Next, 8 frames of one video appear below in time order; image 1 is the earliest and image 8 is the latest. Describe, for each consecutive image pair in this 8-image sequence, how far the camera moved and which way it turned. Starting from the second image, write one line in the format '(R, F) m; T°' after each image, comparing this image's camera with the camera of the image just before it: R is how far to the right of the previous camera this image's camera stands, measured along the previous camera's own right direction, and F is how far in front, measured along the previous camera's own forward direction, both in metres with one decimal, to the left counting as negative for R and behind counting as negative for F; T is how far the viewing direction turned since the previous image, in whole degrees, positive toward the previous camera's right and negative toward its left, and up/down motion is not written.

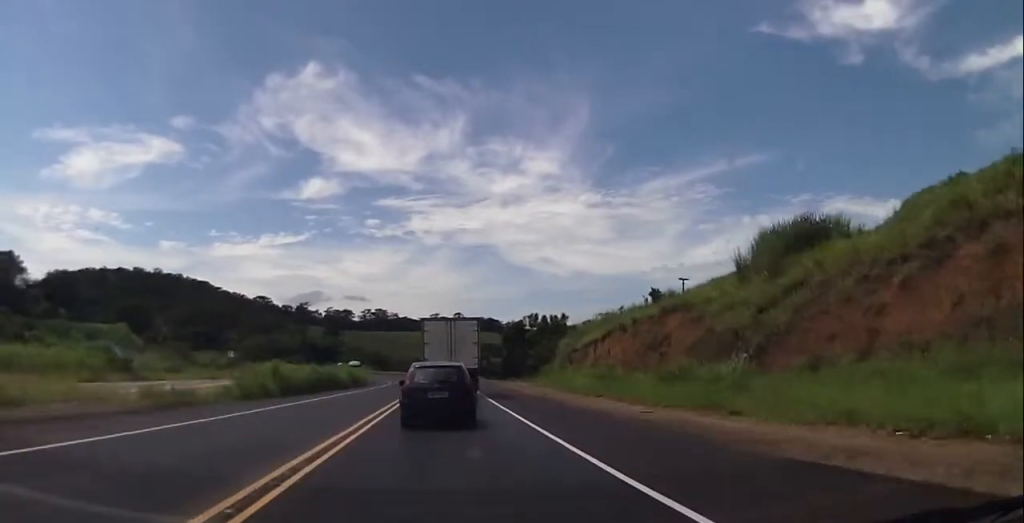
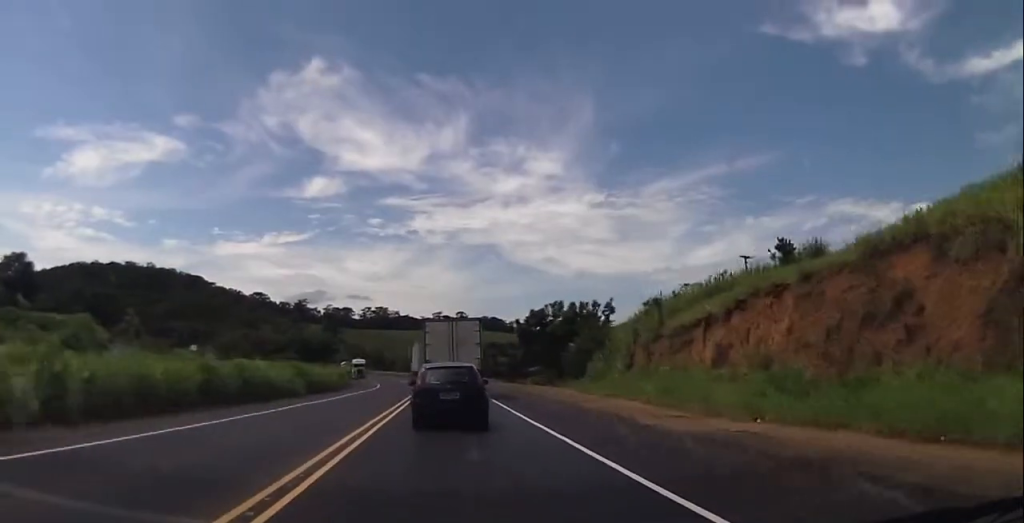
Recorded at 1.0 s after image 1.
(+0.3, +21.7) m; -1°
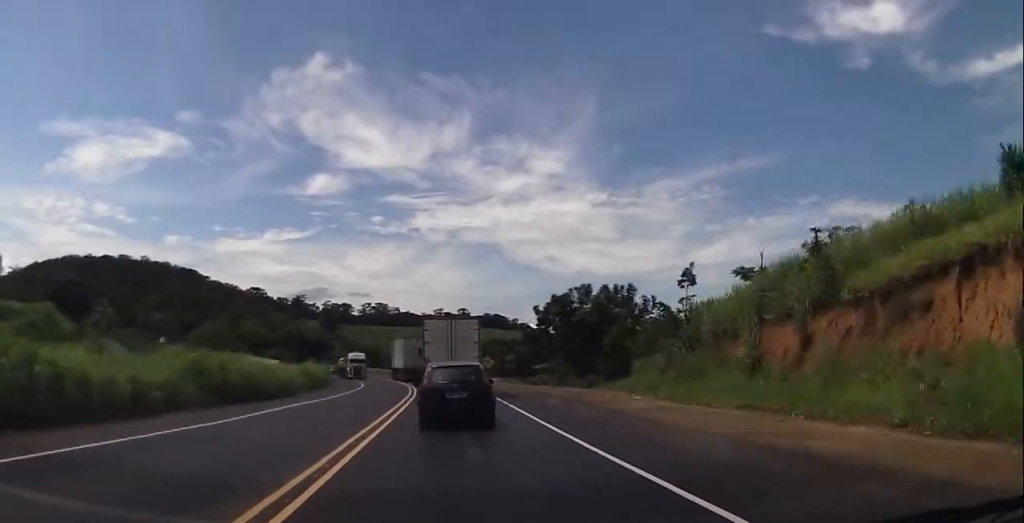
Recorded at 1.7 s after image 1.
(-0.4, +16.9) m; -1°
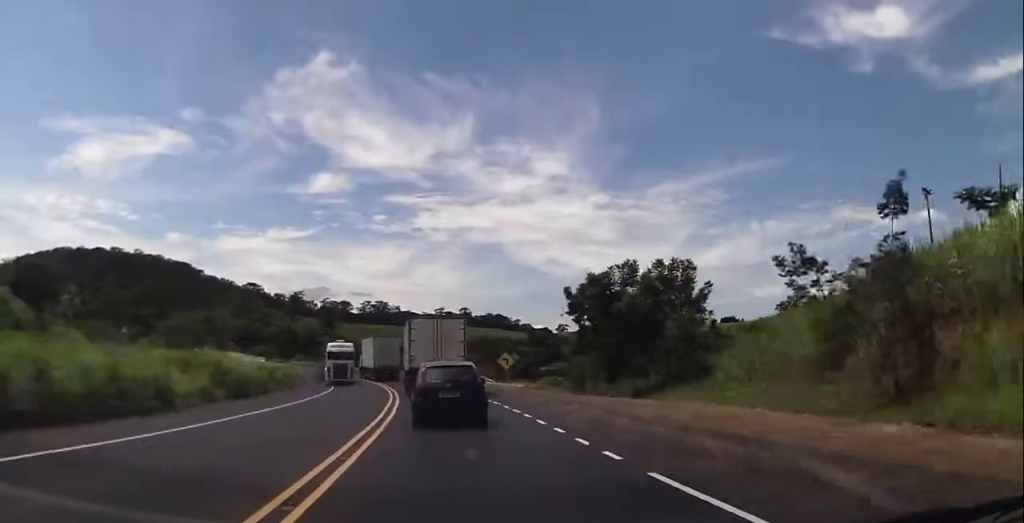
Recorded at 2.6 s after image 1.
(+0.2, +18.1) m; 0°
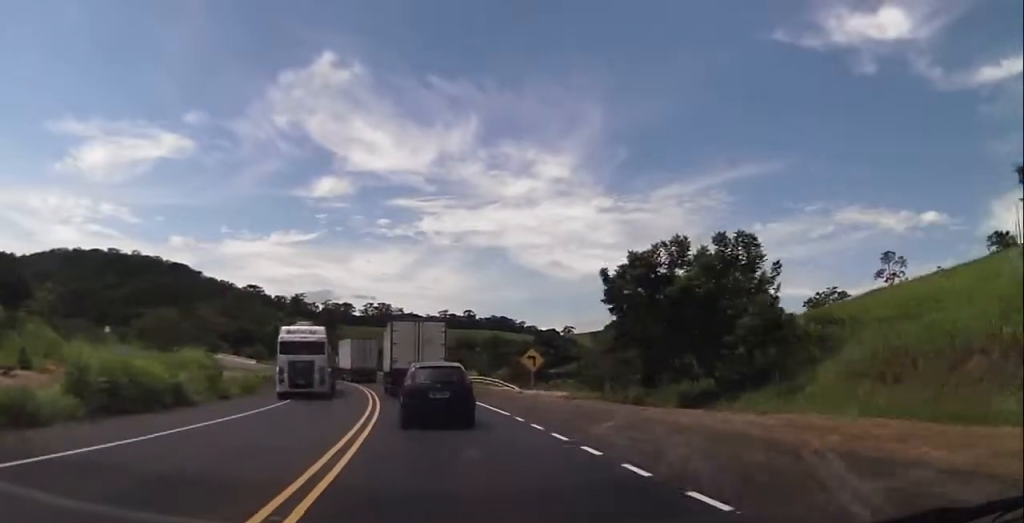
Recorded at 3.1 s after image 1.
(0.0, +12.1) m; 0°
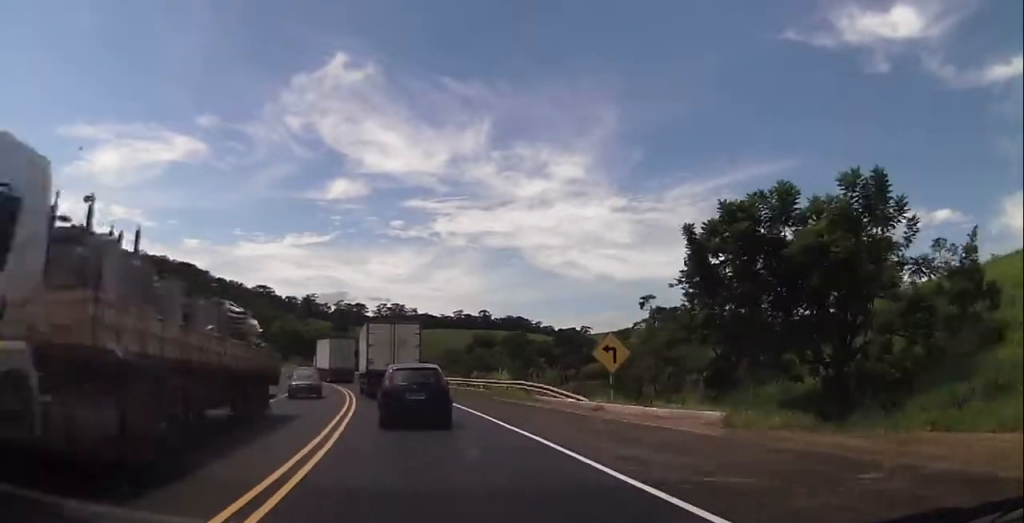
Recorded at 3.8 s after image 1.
(-0.2, +14.2) m; -1°
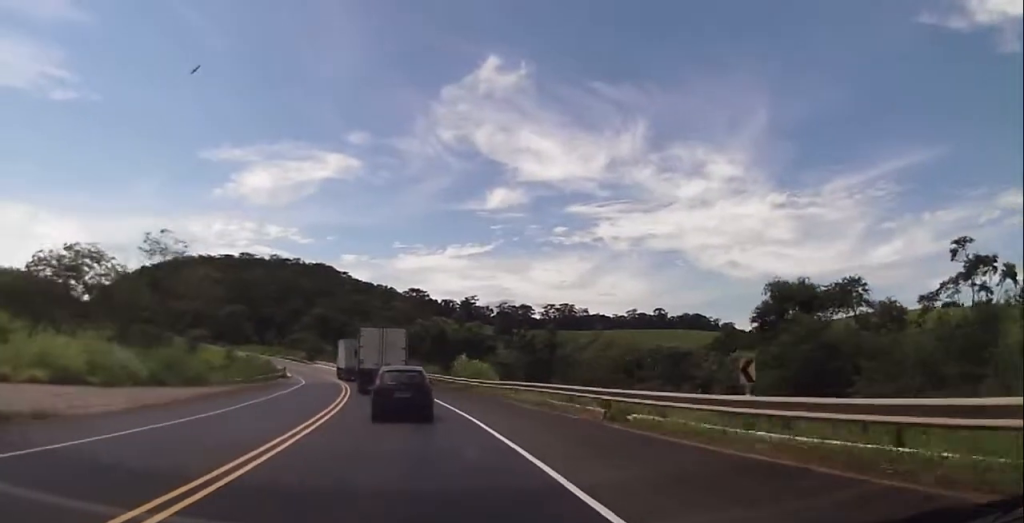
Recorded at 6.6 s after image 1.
(-3.6, +58.1) m; -10°
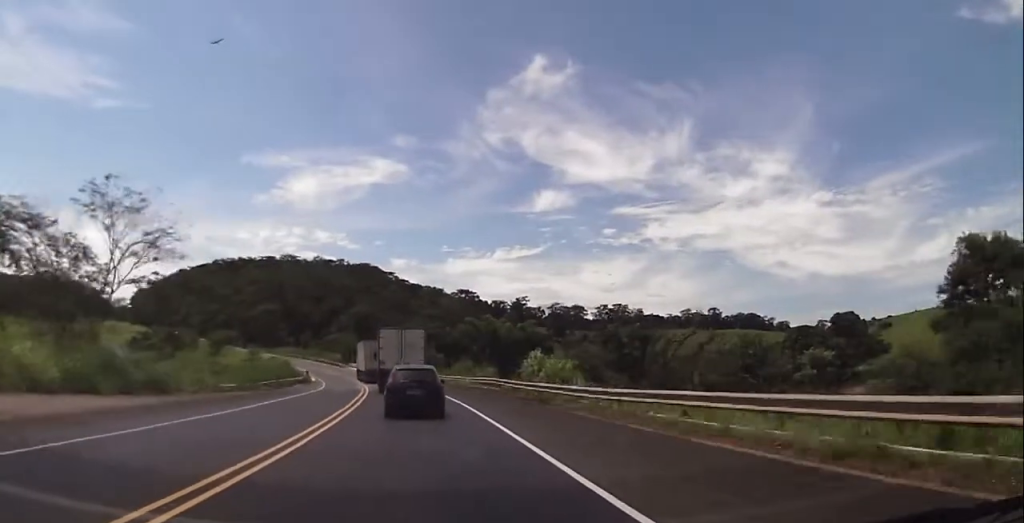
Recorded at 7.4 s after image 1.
(-0.7, +16.1) m; -4°
